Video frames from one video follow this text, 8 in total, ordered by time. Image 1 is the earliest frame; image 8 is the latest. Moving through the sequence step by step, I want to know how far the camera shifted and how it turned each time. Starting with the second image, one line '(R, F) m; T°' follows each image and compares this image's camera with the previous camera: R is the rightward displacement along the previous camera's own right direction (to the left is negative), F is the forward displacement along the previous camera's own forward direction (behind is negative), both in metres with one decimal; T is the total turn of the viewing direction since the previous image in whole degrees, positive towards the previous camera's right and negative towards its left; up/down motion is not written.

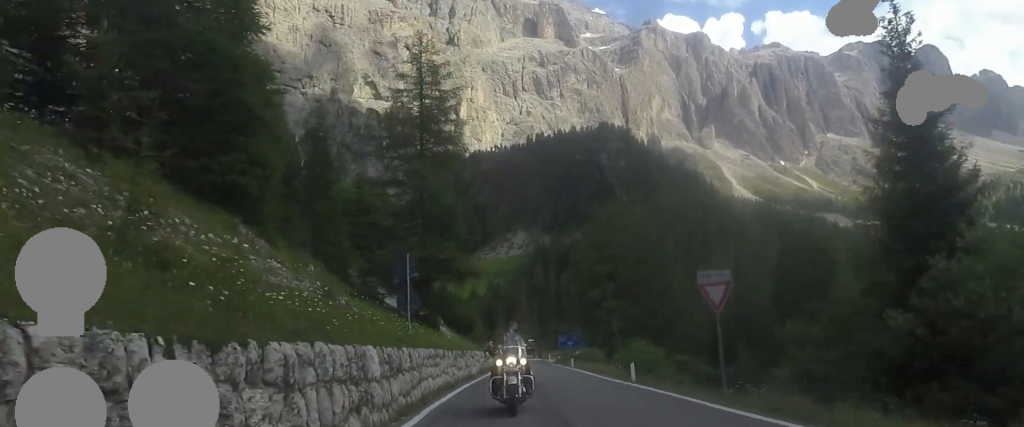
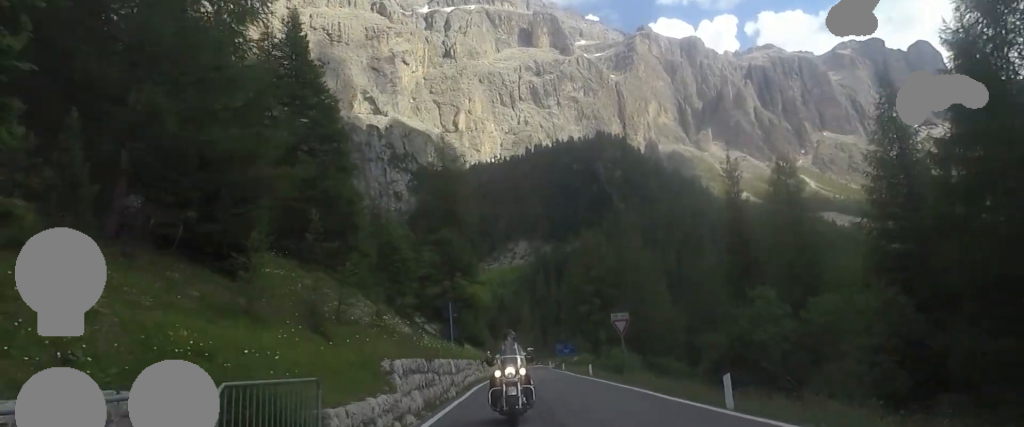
(+0.7, +13.0) m; 0°
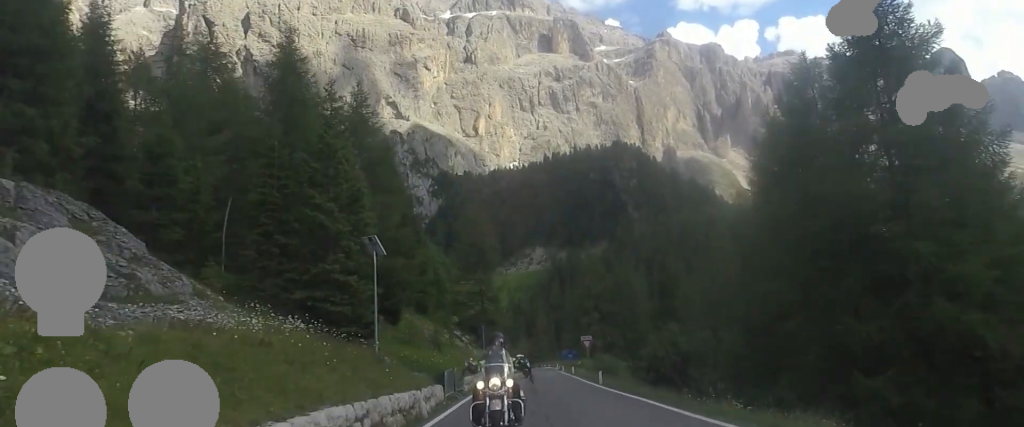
(-0.7, +19.2) m; -3°
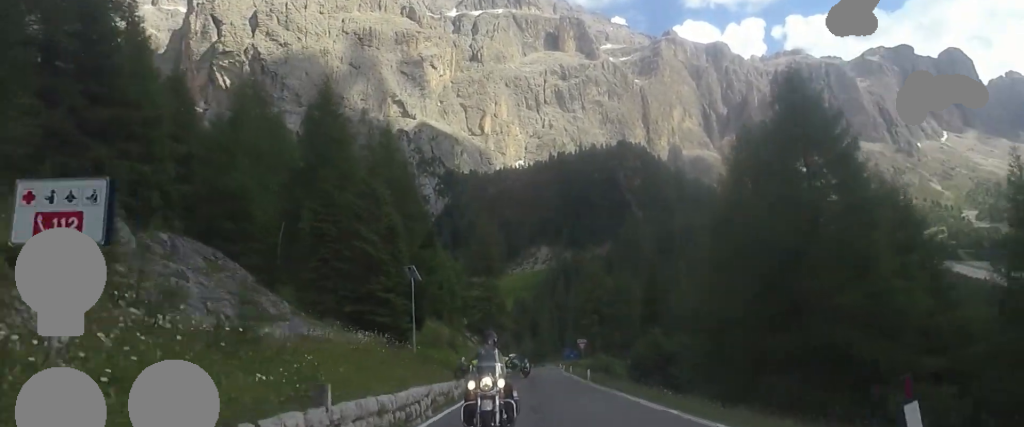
(-0.1, +6.7) m; +1°
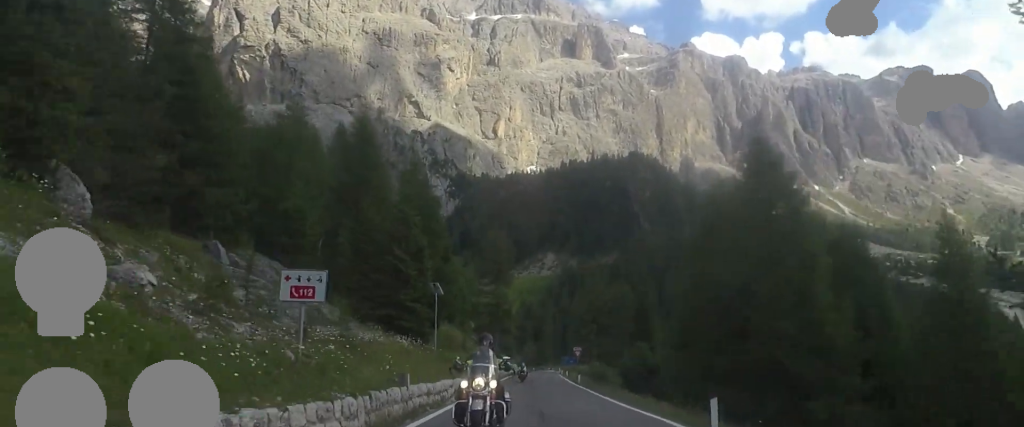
(-0.2, +6.2) m; +1°
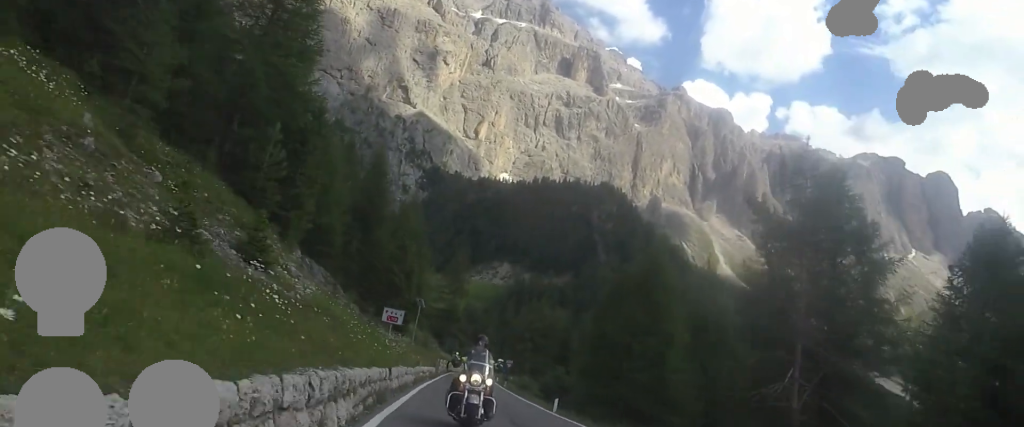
(+1.2, +16.3) m; +9°
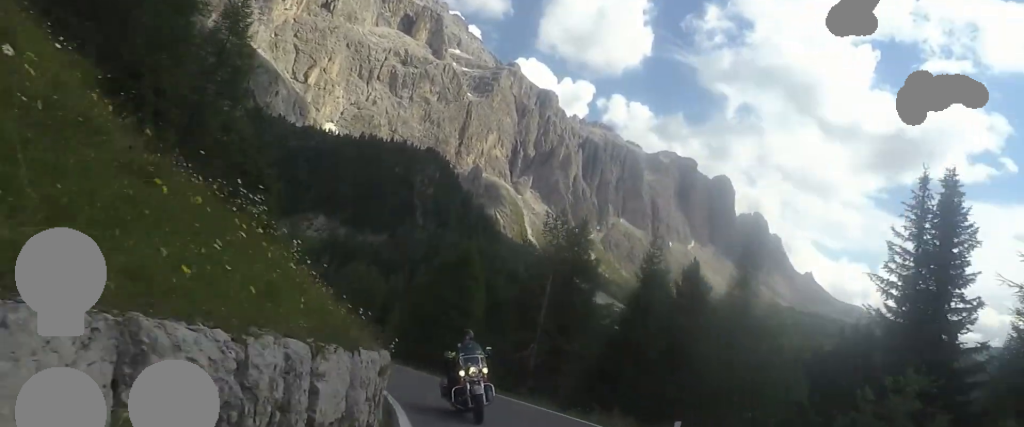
(+1.8, +15.4) m; +17°
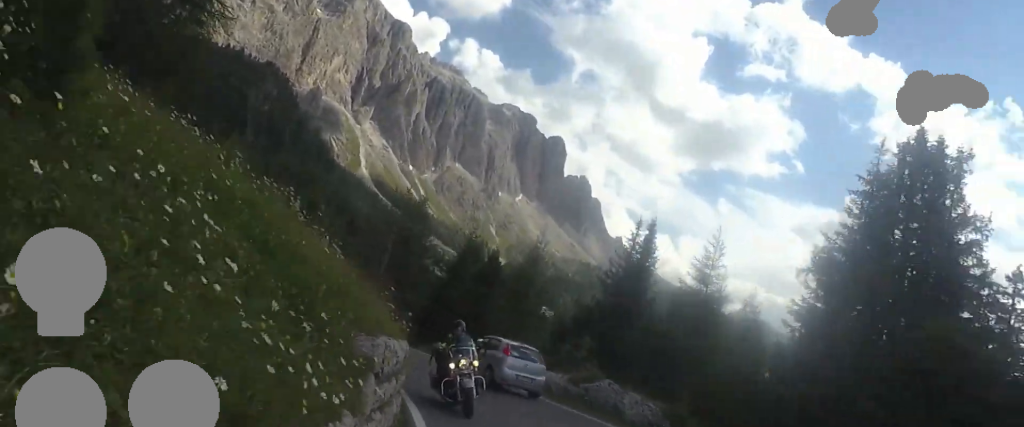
(+1.6, +12.5) m; +16°
